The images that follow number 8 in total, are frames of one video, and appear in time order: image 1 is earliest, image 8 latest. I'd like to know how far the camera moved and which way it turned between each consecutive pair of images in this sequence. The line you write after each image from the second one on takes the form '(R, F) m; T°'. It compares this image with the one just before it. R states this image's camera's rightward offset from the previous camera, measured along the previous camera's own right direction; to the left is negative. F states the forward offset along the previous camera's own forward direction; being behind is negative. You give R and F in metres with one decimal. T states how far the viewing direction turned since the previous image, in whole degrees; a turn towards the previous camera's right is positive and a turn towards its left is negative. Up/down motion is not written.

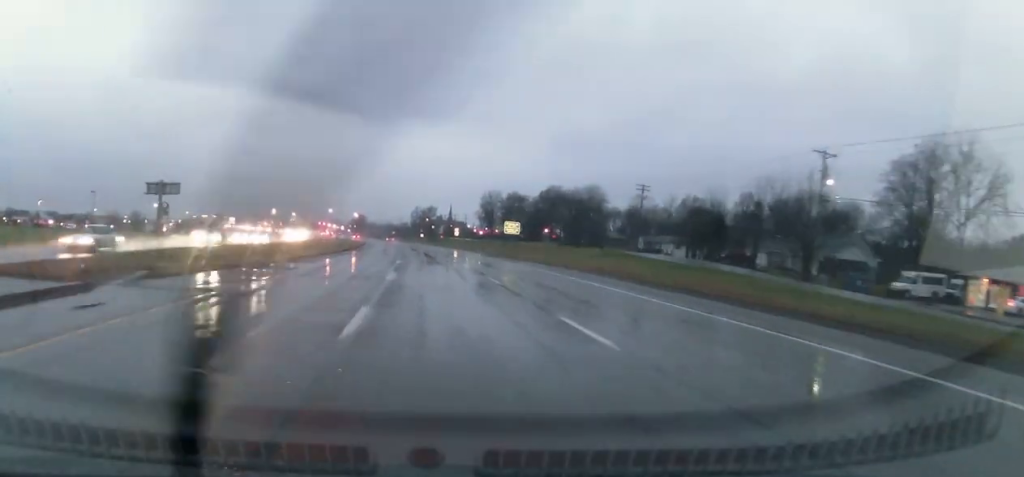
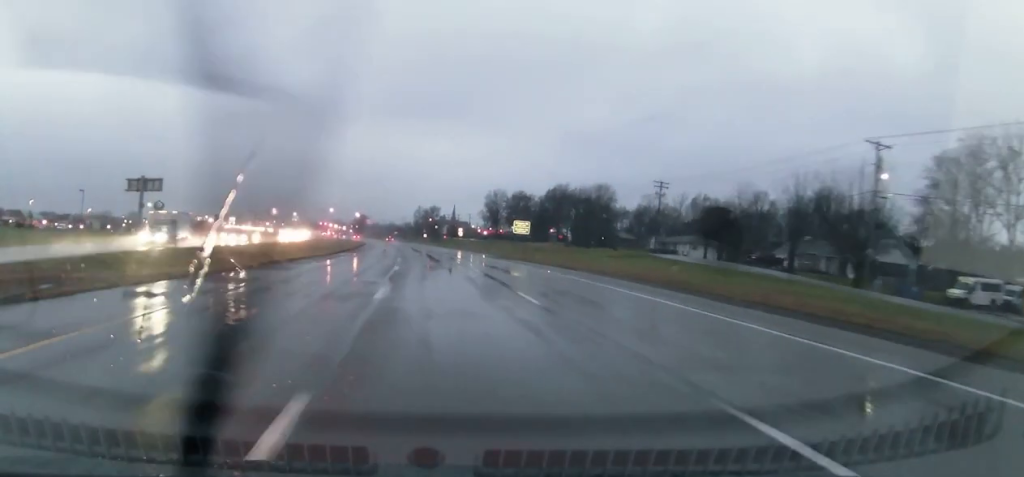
(0.0, +7.4) m; +1°
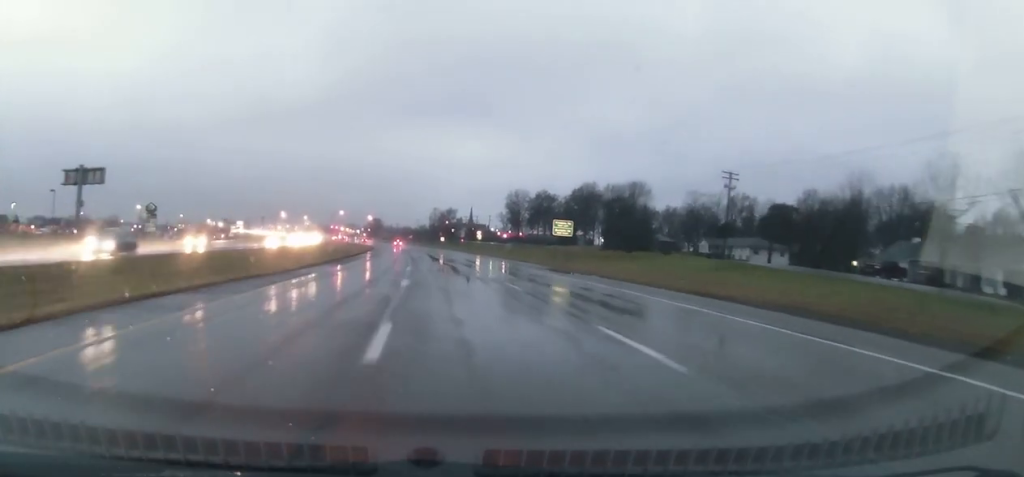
(+0.3, +19.7) m; -1°
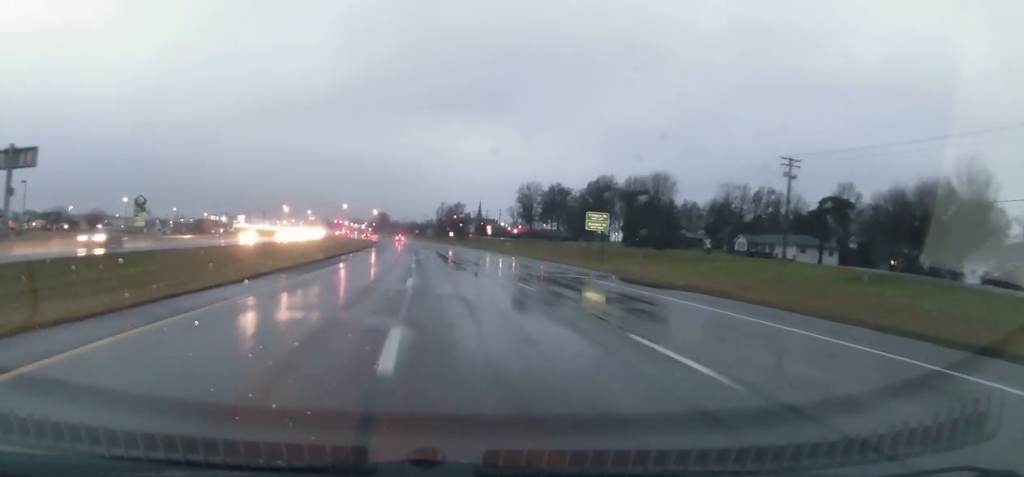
(-0.3, +13.6) m; -1°
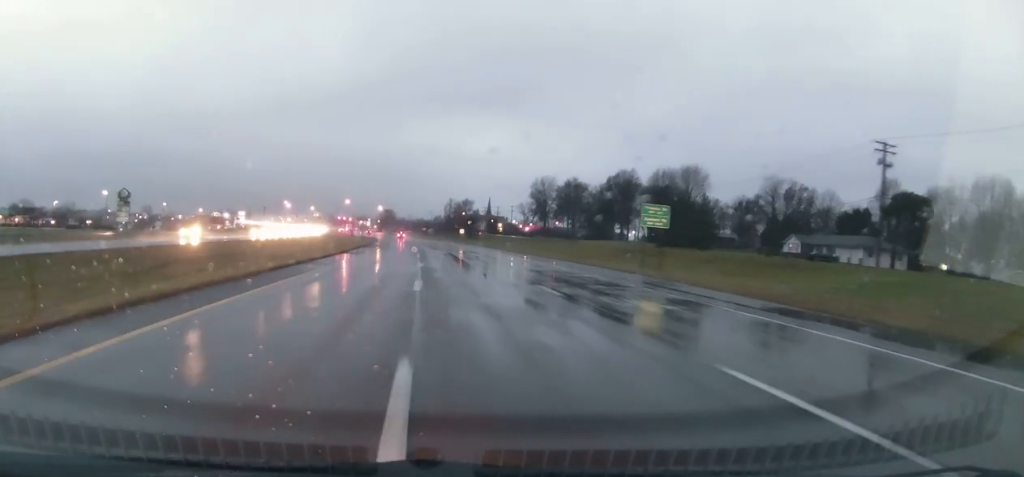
(-0.3, +16.3) m; -1°
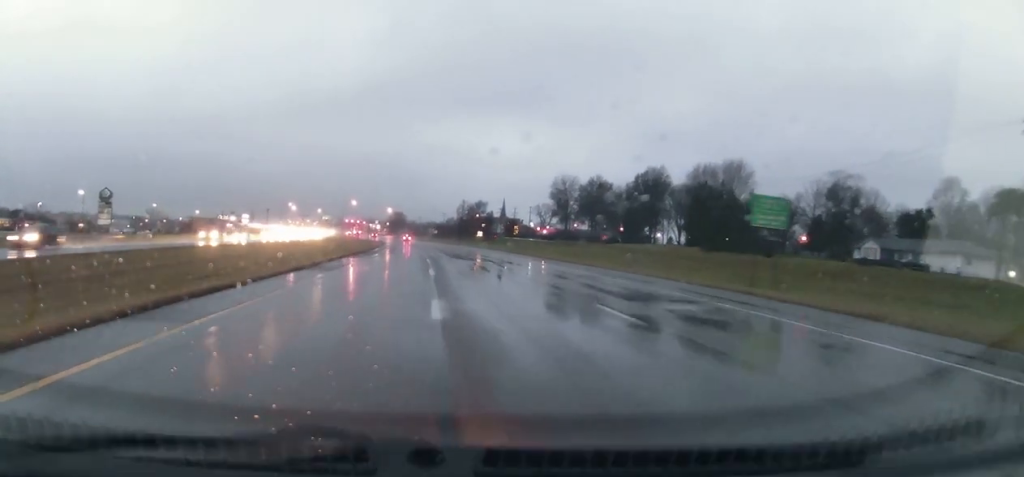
(-0.1, +18.2) m; -1°
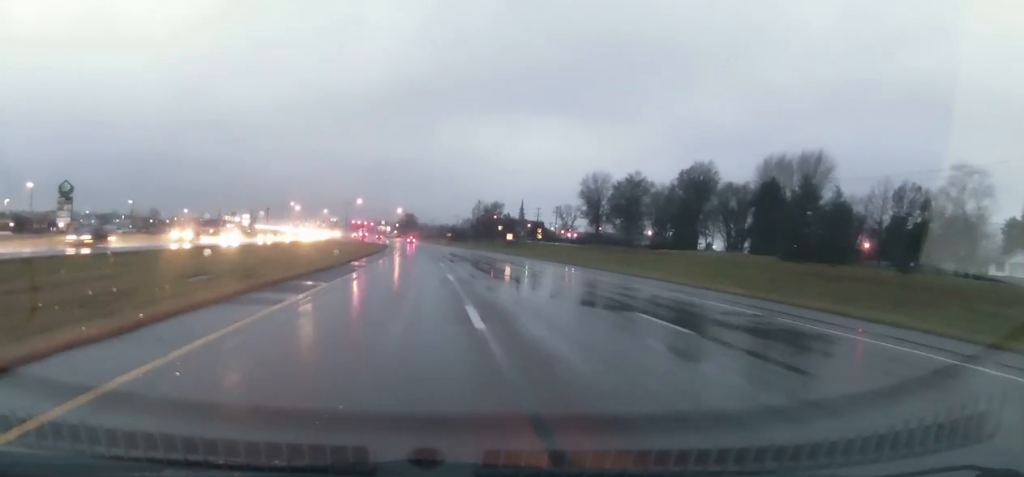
(+0.1, +26.8) m; +1°
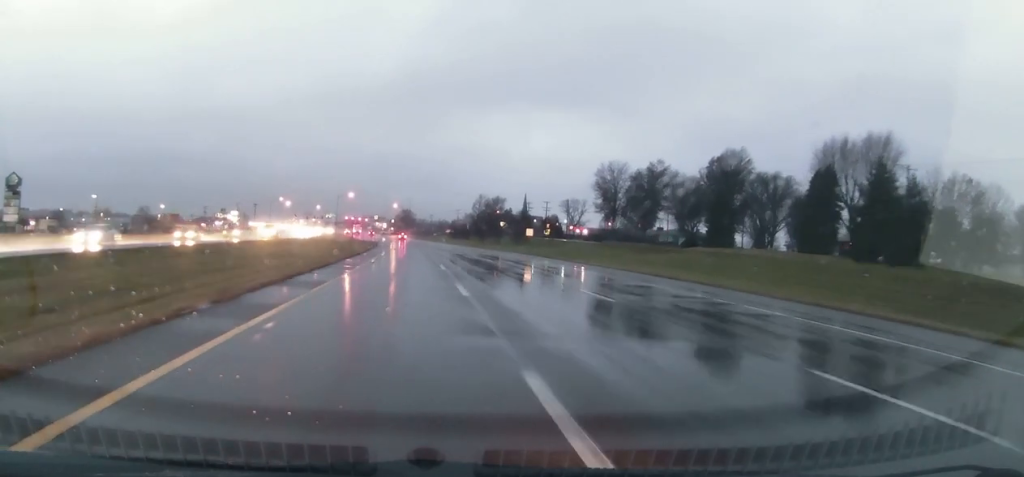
(+0.1, +20.3) m; -1°
